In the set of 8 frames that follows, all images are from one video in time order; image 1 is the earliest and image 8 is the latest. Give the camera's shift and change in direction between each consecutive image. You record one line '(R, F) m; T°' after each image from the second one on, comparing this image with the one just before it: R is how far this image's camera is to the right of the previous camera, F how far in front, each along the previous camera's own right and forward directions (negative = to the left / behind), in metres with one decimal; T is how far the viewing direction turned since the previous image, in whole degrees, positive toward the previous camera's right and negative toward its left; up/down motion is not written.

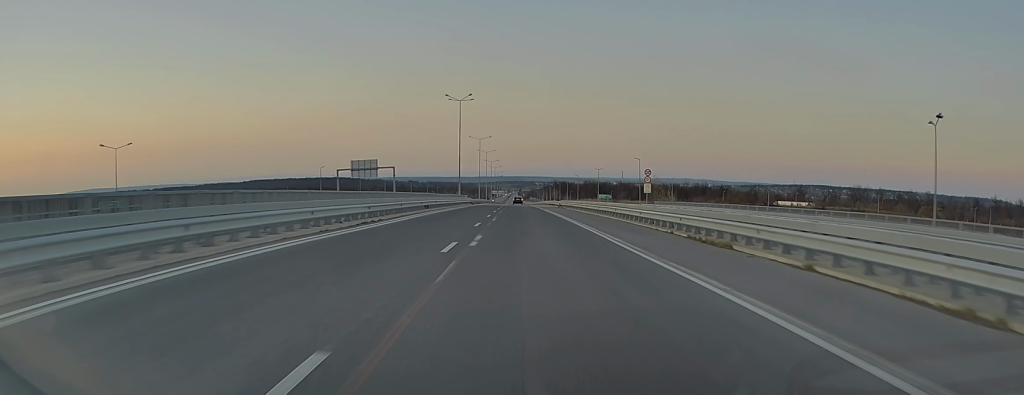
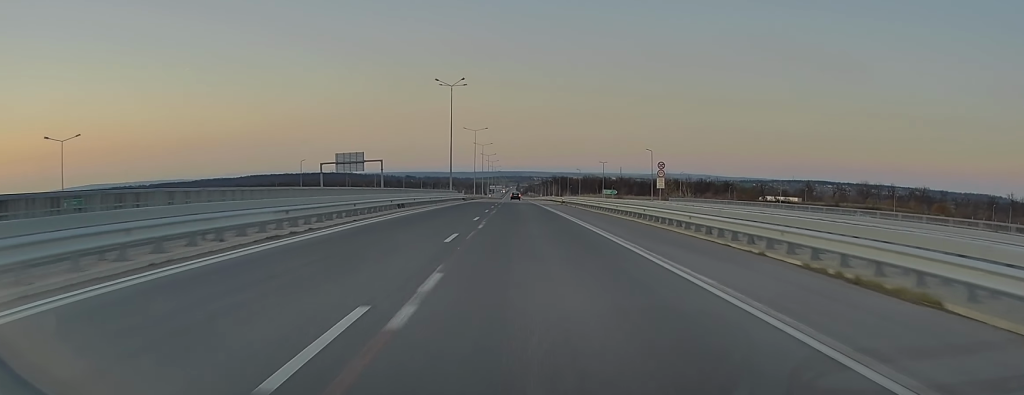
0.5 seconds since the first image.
(0.0, +9.9) m; 0°
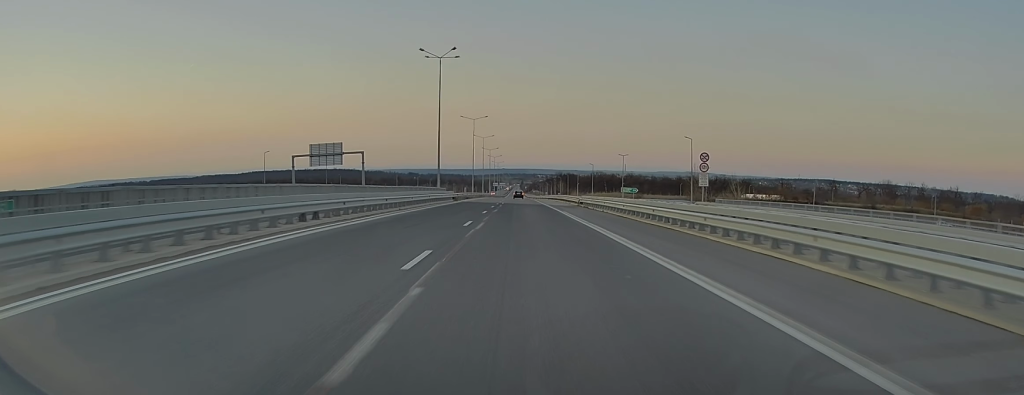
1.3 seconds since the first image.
(0.0, +17.8) m; 0°
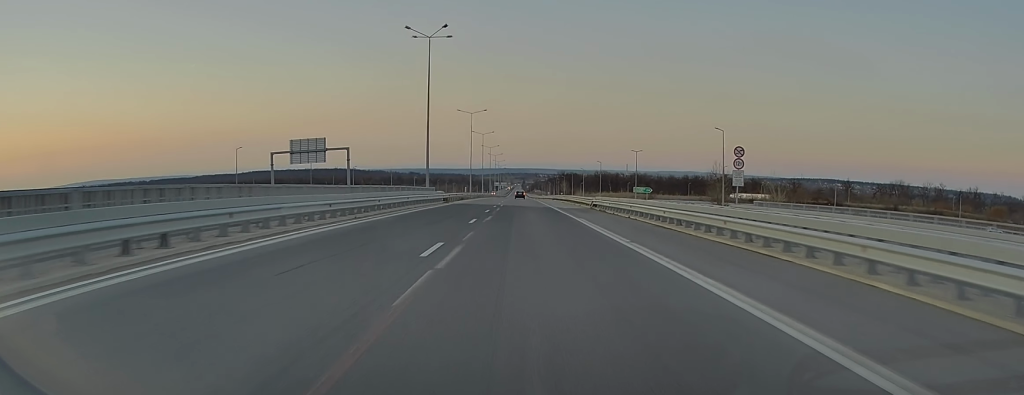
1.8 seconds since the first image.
(0.0, +10.0) m; 0°
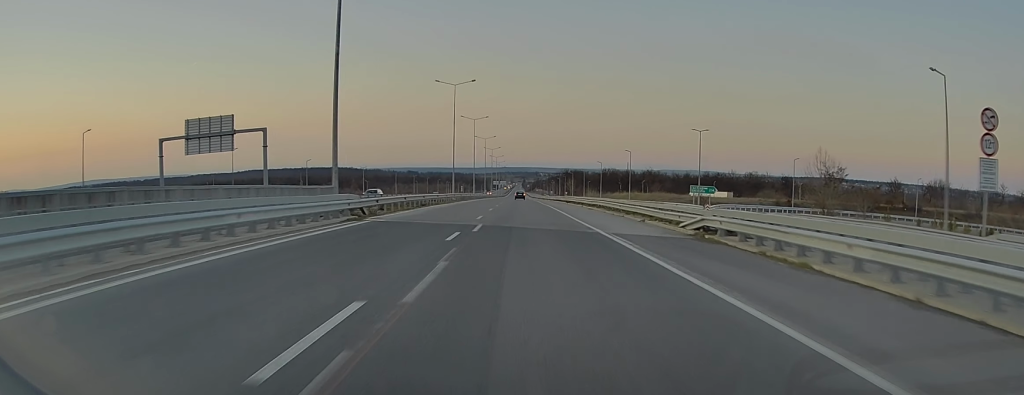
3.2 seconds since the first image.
(-0.2, +31.6) m; 0°
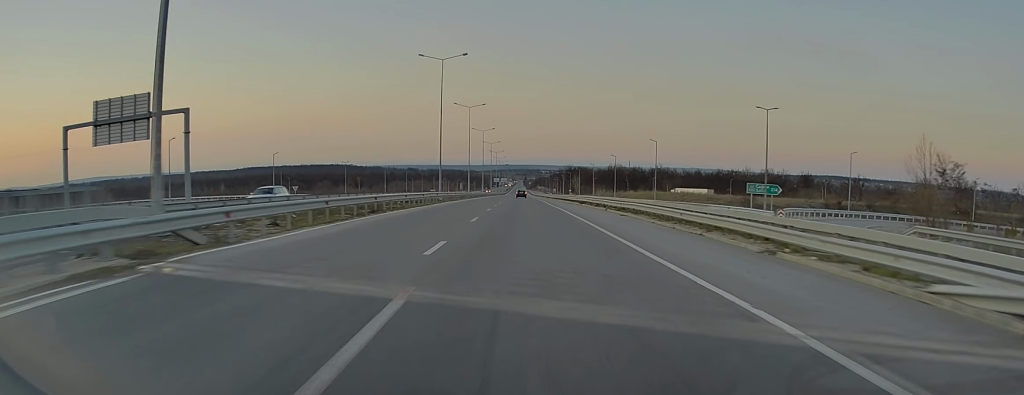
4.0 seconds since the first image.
(0.0, +15.9) m; 0°
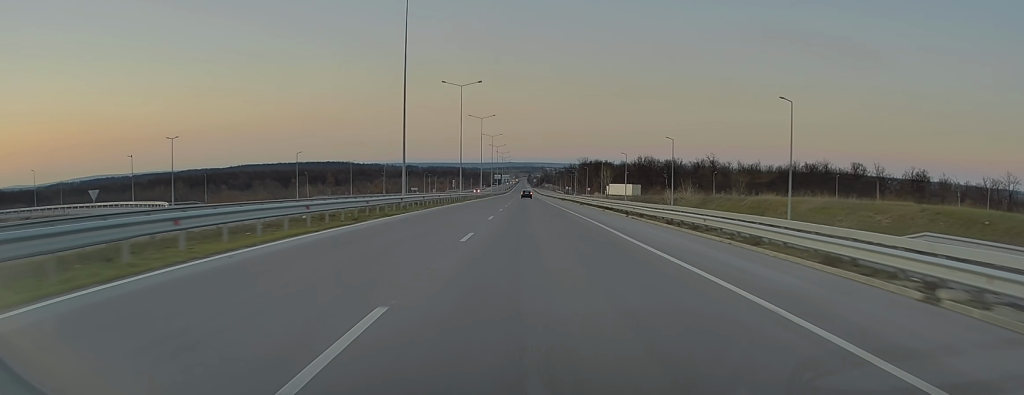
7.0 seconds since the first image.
(-0.1, +66.2) m; 0°
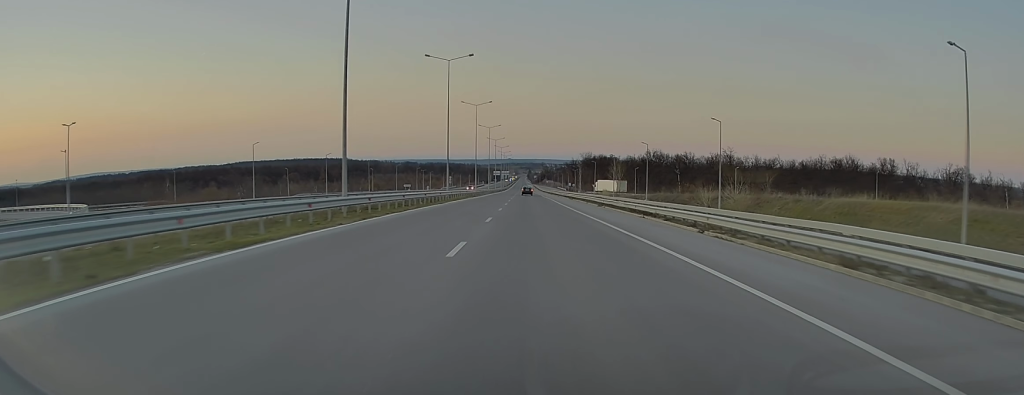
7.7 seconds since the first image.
(0.0, +16.1) m; 0°
